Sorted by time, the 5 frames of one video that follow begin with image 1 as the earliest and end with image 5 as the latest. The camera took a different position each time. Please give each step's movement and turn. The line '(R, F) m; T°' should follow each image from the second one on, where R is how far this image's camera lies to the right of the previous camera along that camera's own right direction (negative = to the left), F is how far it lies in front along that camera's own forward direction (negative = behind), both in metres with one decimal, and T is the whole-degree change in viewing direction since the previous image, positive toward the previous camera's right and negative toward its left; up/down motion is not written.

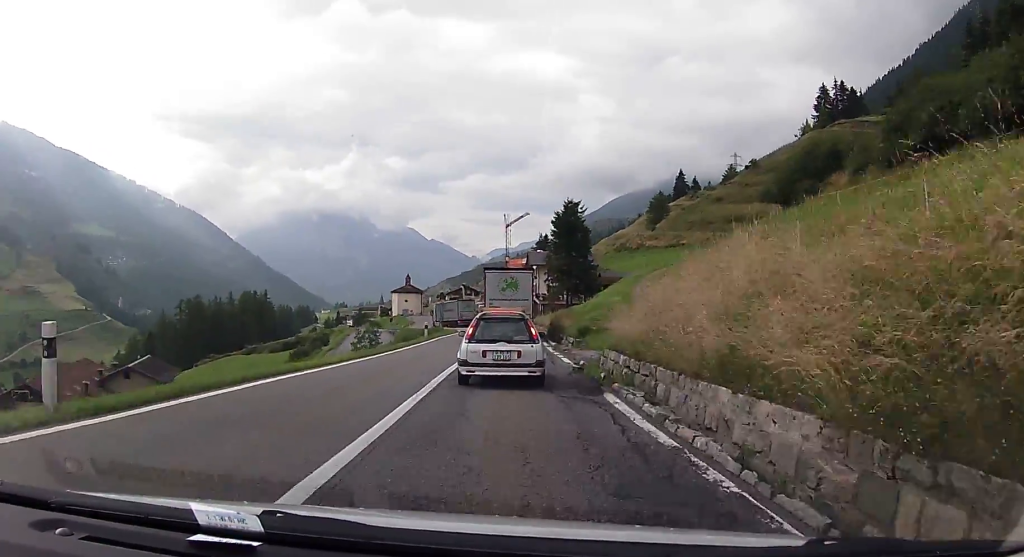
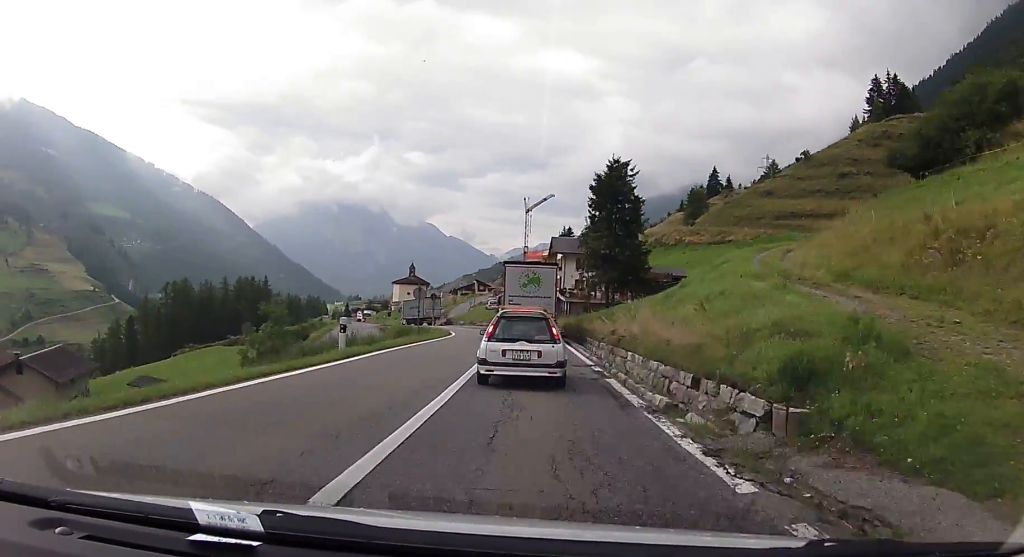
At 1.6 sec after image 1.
(0.0, +23.9) m; 0°
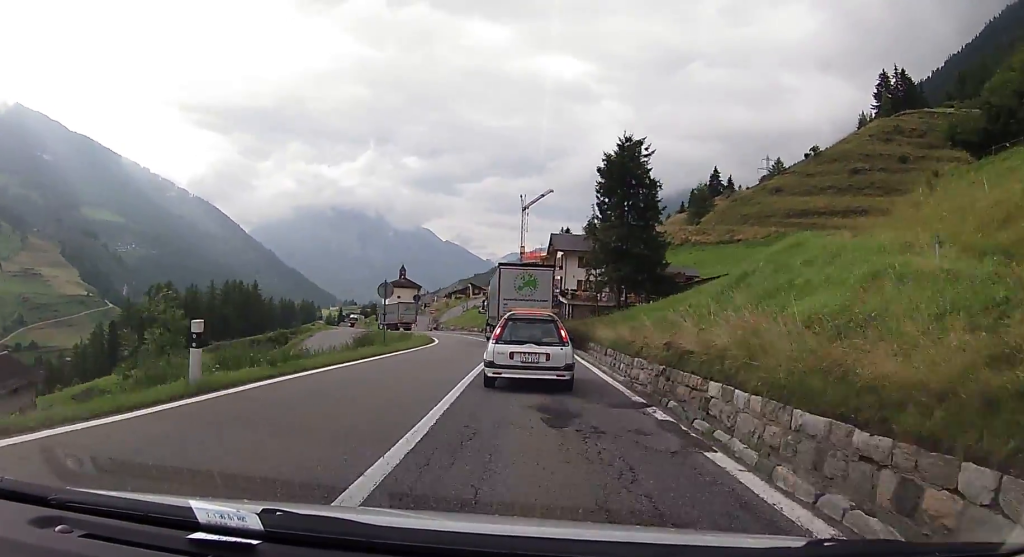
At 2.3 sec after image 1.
(0.0, +8.9) m; 0°
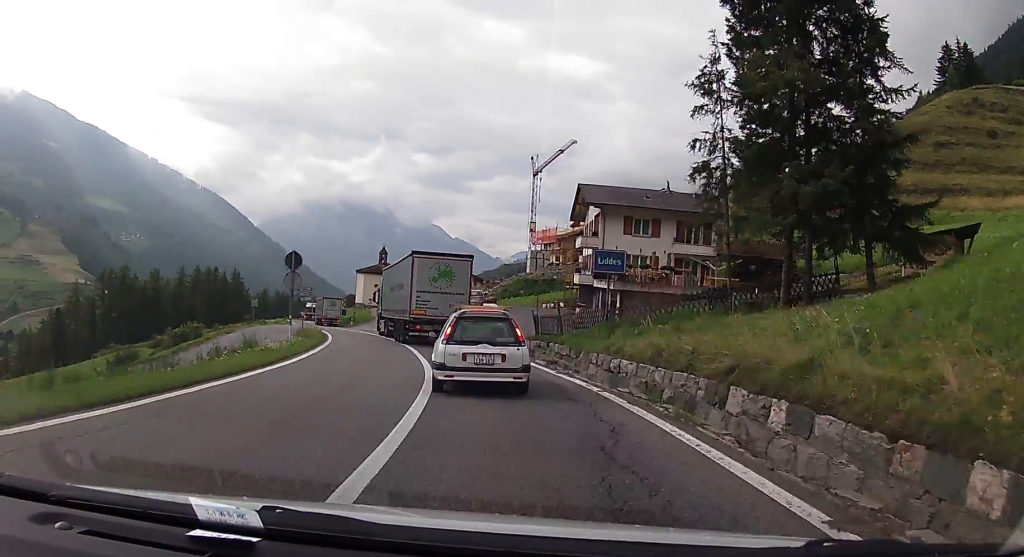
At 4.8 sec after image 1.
(-0.4, +29.9) m; -2°
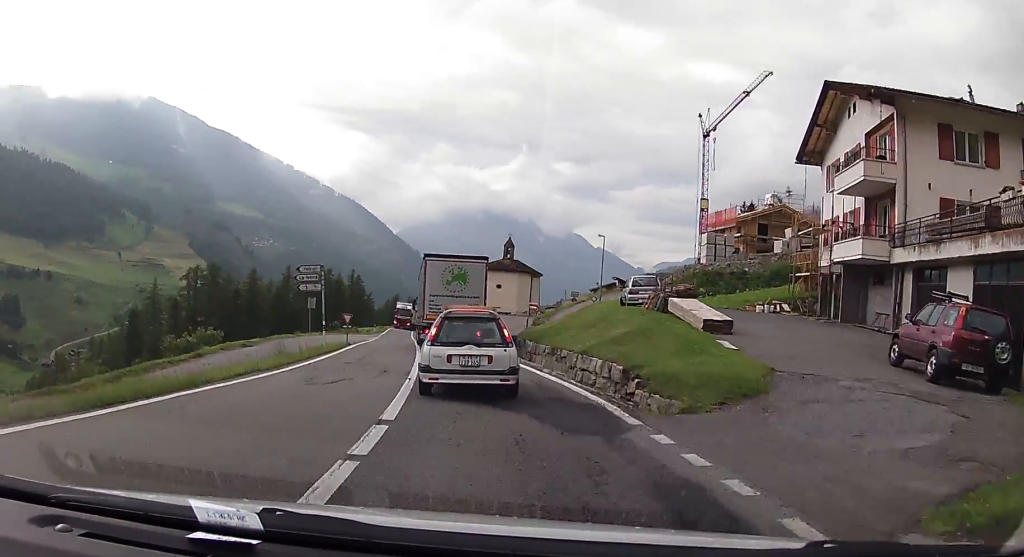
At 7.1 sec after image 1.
(-2.2, +27.2) m; -11°
